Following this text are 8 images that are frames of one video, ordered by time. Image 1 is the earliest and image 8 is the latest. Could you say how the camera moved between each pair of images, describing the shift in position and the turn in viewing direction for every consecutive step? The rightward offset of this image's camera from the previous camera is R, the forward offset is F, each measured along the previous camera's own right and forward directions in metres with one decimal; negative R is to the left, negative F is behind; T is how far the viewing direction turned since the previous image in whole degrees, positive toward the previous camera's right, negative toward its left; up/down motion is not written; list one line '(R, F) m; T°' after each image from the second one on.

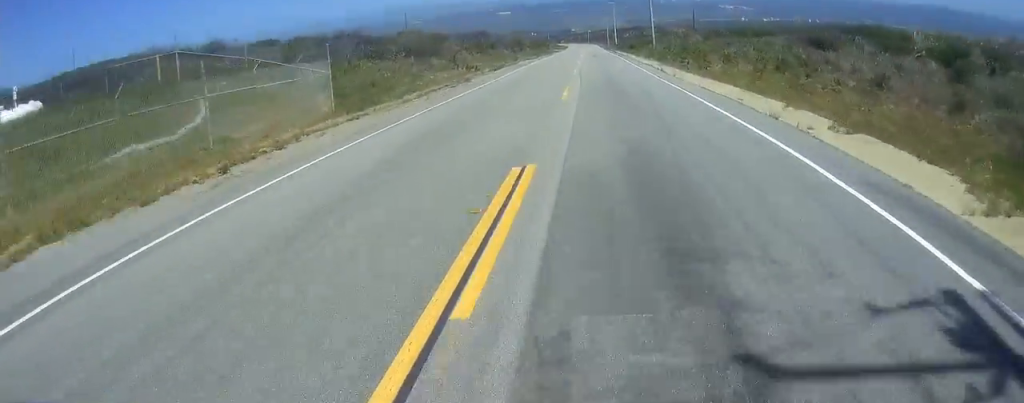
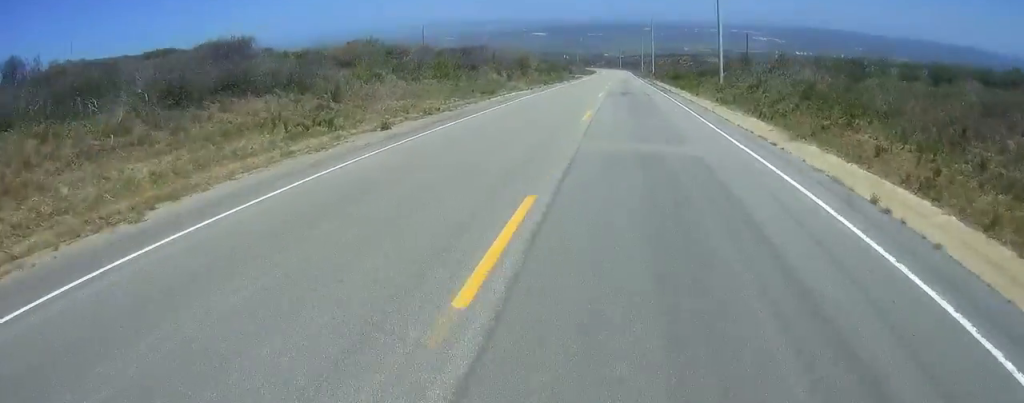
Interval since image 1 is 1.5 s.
(+0.2, +27.2) m; 0°
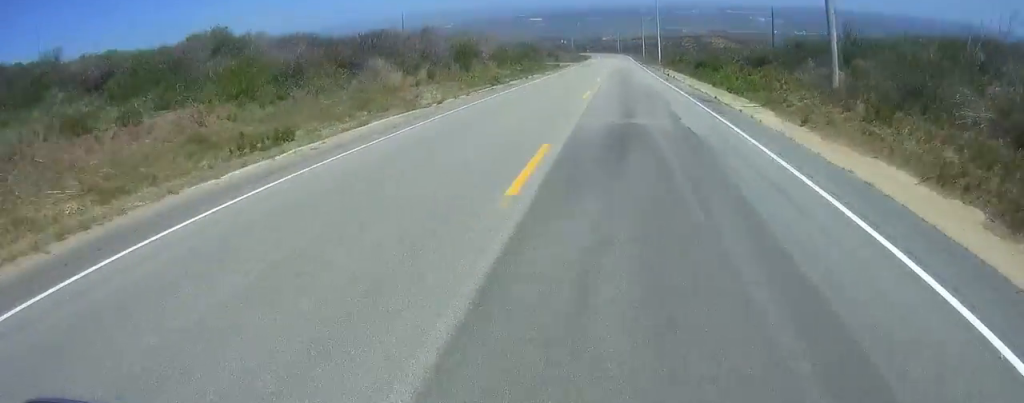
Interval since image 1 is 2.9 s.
(-0.3, +24.3) m; -1°
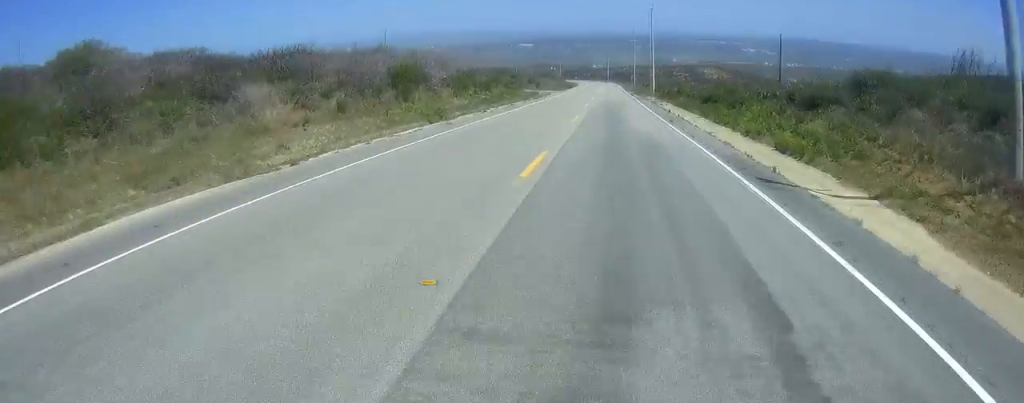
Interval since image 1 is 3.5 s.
(0.0, +10.5) m; -1°
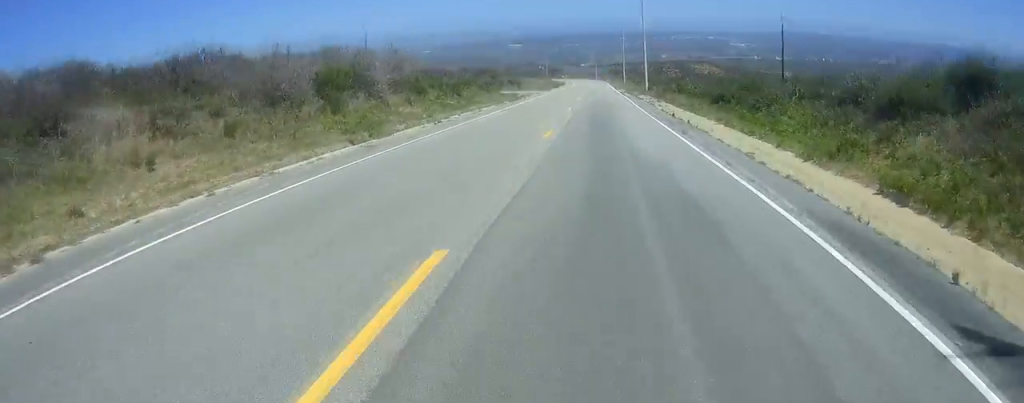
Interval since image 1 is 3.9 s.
(-0.1, +7.6) m; -1°
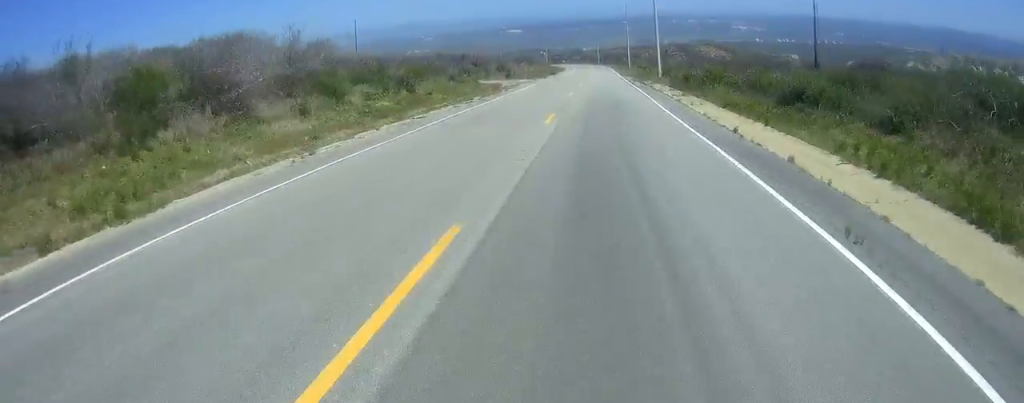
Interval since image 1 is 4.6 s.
(-0.1, +12.9) m; -1°
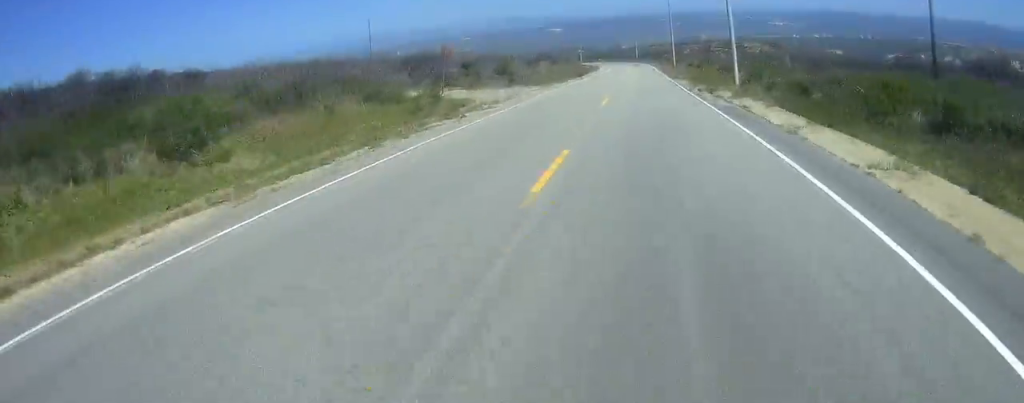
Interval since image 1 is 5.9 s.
(0.0, +22.0) m; +2°
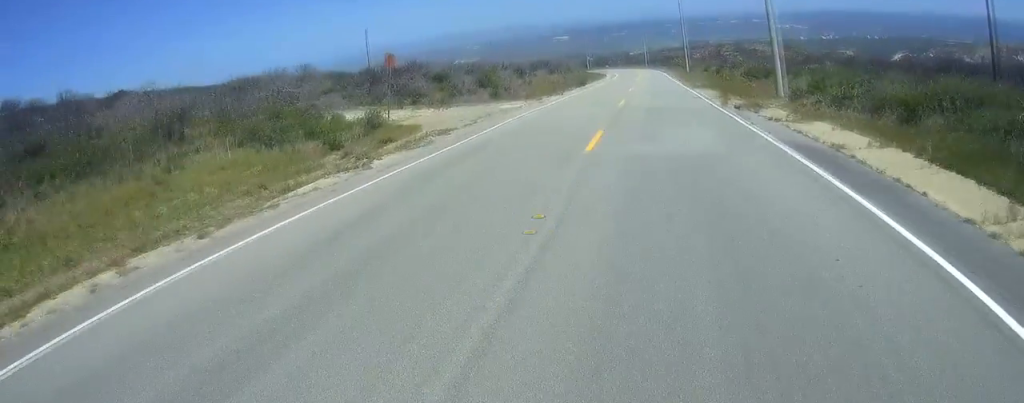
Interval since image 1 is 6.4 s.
(+0.1, +9.2) m; +1°
